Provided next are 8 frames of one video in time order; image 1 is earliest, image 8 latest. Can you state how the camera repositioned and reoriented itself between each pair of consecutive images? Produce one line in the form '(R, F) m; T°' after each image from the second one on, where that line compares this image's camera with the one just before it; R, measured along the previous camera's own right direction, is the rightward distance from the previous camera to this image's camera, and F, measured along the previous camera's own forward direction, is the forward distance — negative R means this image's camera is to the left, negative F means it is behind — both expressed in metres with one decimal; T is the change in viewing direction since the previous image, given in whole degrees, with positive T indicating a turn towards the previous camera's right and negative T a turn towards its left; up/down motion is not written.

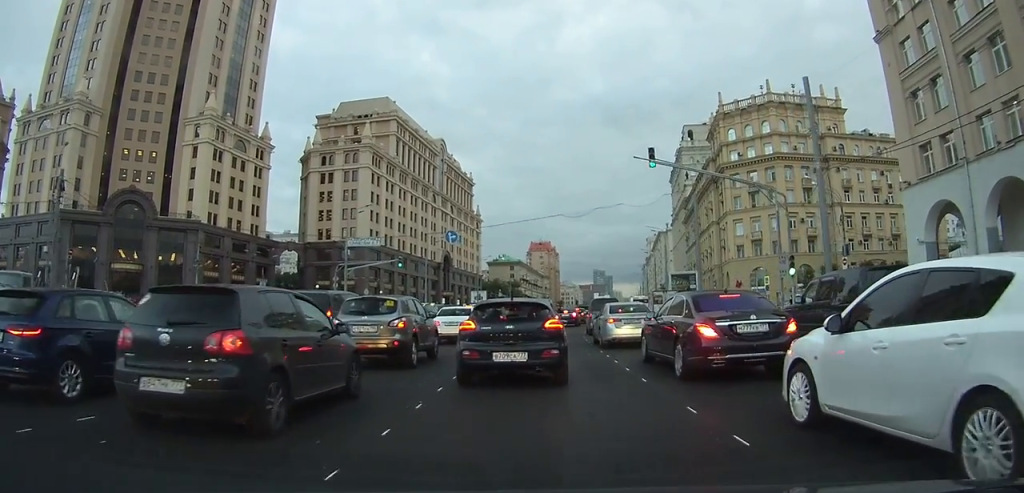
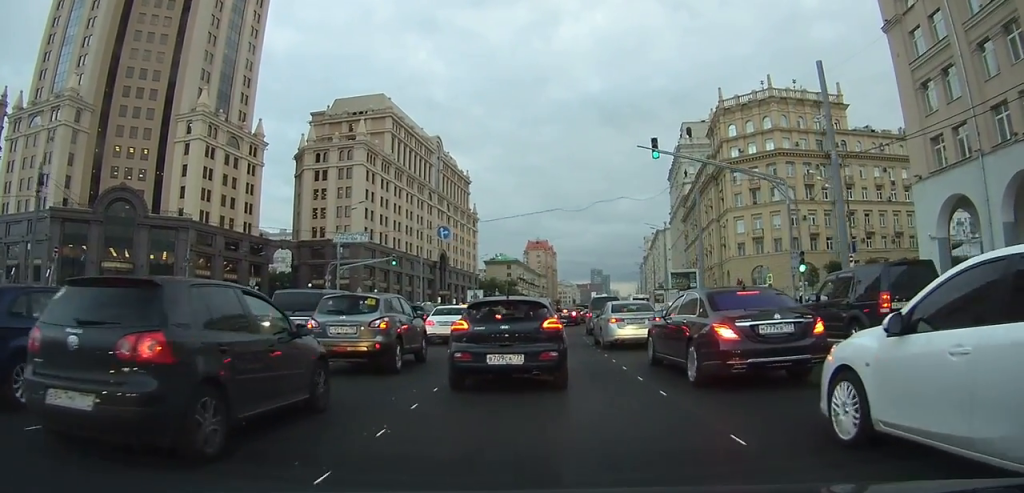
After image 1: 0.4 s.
(0.0, +1.8) m; 0°
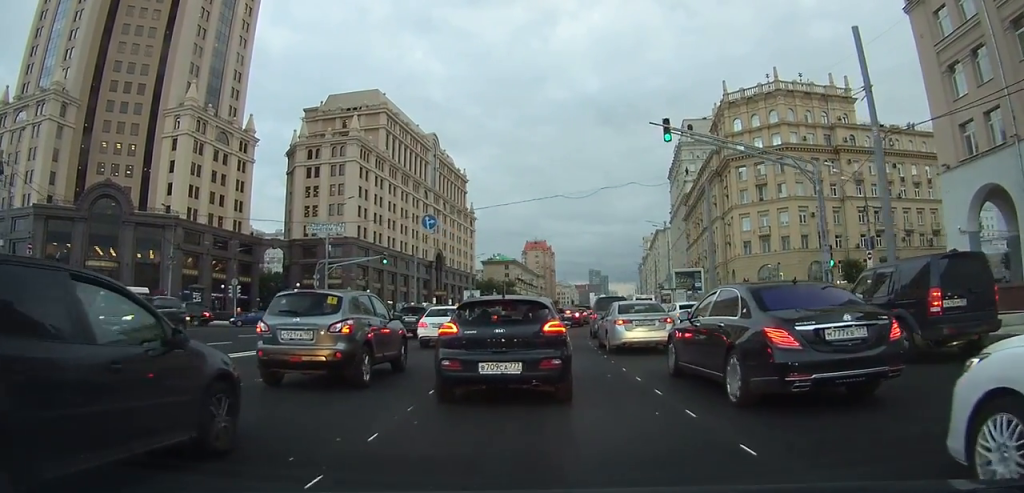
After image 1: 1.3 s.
(0.0, +3.7) m; 0°
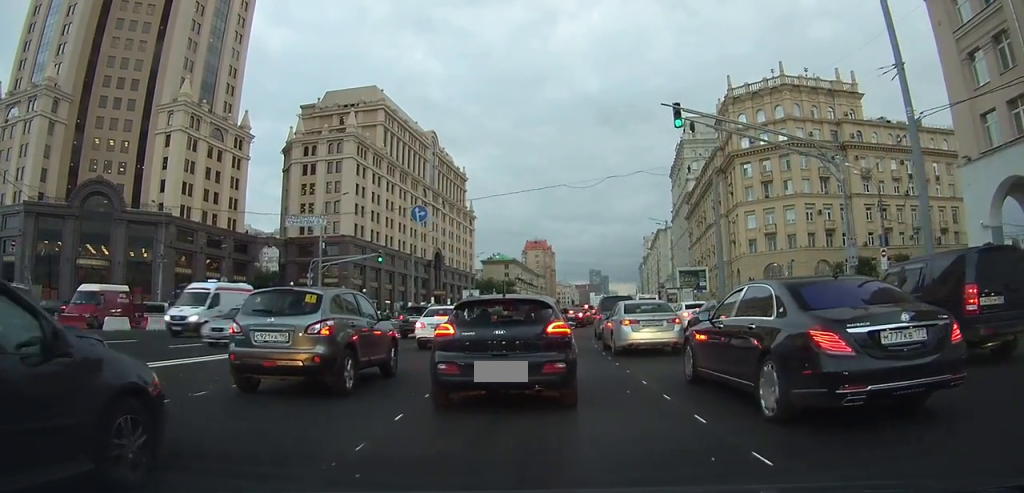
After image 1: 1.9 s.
(0.0, +2.4) m; +2°
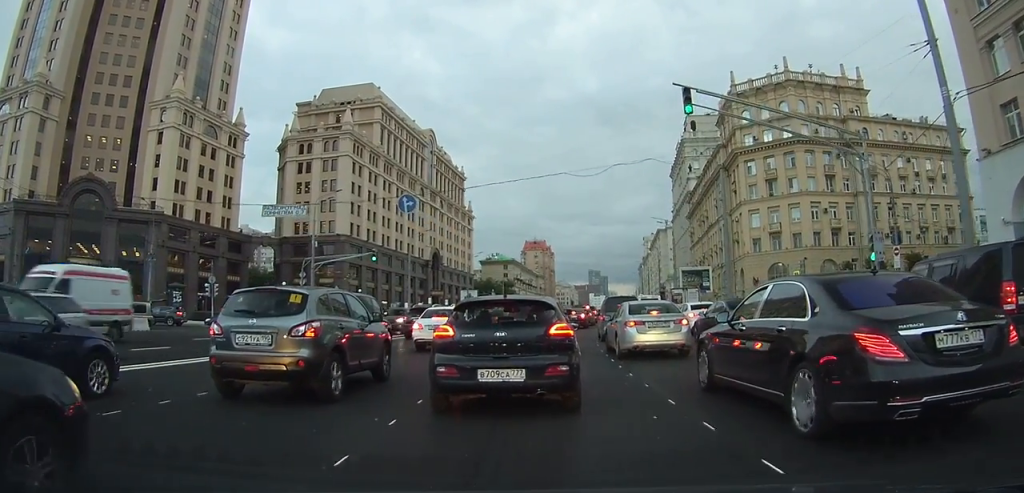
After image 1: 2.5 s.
(+0.1, +2.3) m; +2°
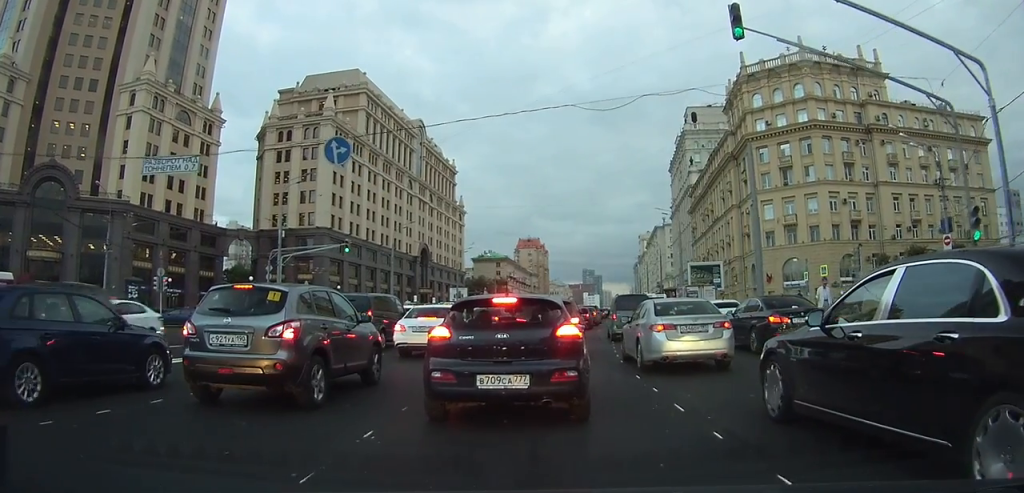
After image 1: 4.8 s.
(-0.1, +7.7) m; -4°
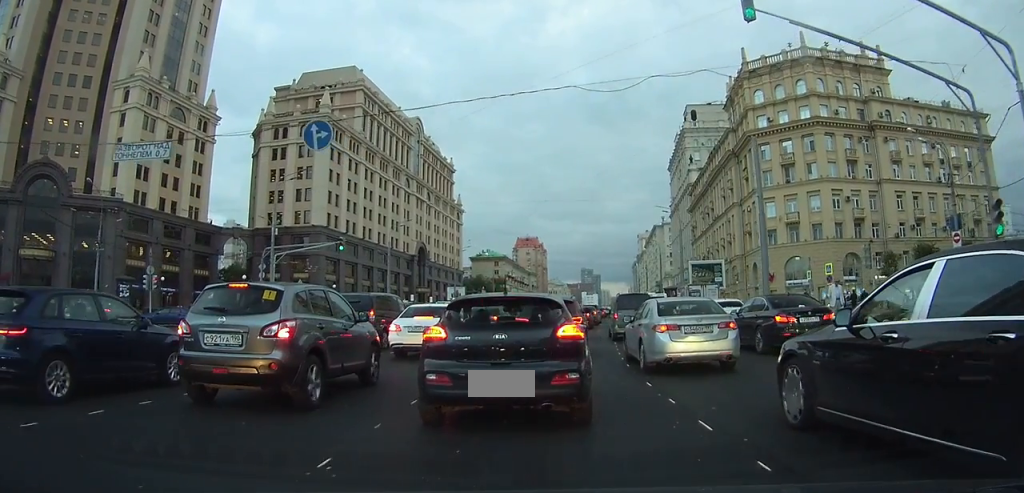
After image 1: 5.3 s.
(0.0, +1.2) m; 0°
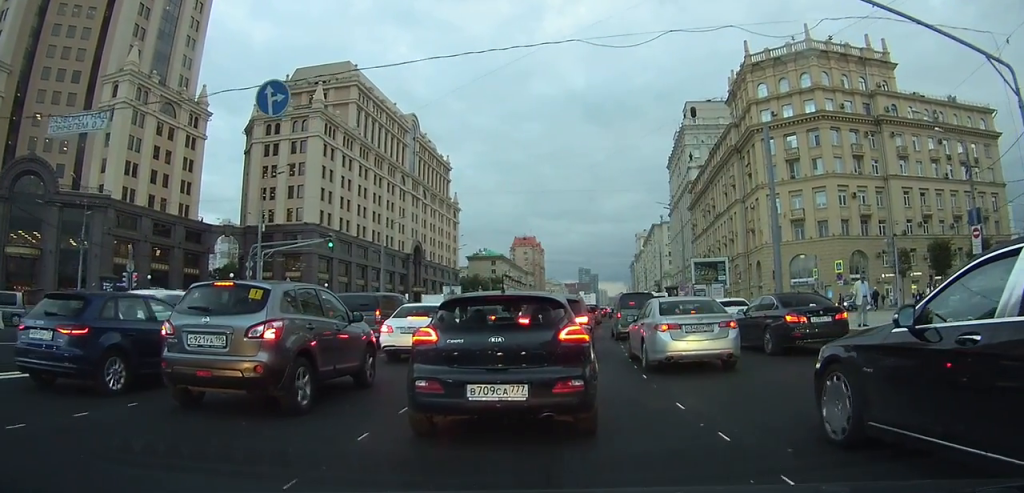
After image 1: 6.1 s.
(0.0, +2.3) m; +2°
